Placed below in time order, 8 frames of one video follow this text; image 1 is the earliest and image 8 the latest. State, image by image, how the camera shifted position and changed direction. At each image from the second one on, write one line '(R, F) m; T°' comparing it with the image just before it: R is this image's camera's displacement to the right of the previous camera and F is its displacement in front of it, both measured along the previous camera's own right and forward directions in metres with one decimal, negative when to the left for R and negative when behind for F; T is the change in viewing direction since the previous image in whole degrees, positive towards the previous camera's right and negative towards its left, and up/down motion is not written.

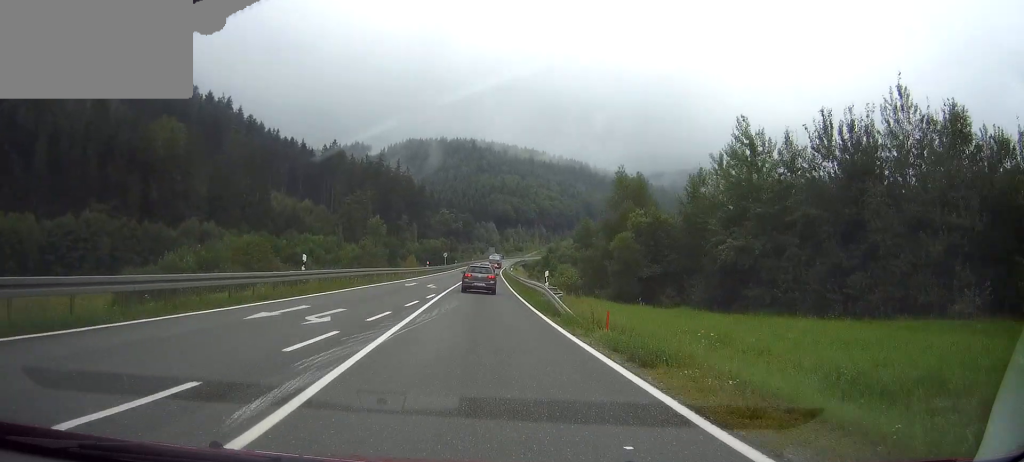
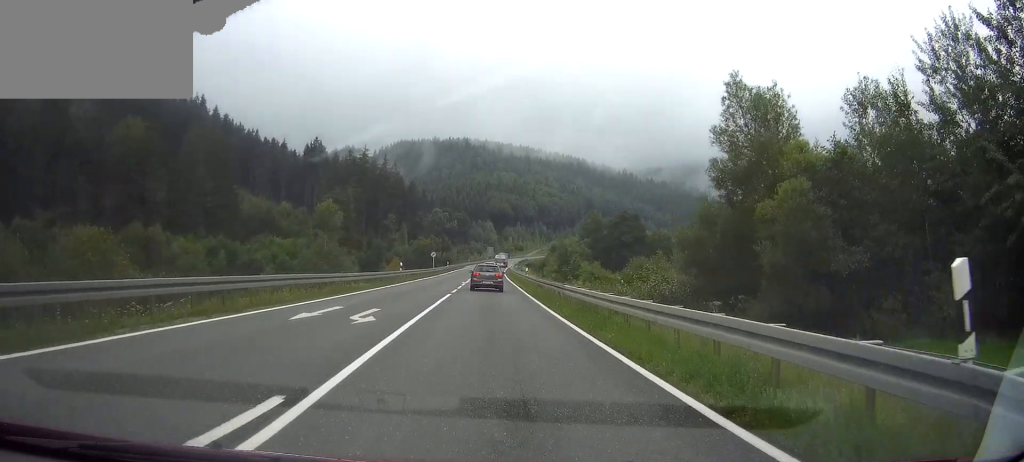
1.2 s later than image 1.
(0.0, +24.1) m; 0°
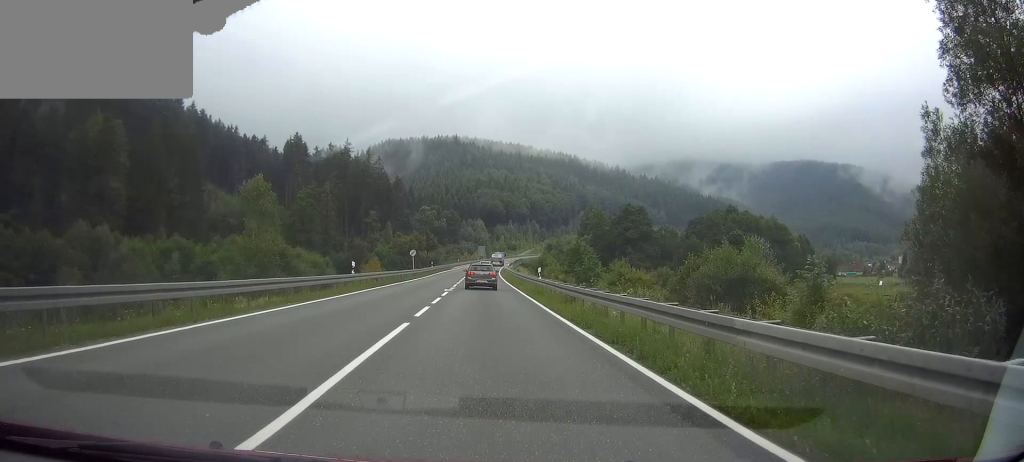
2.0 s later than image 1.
(0.0, +15.9) m; 0°
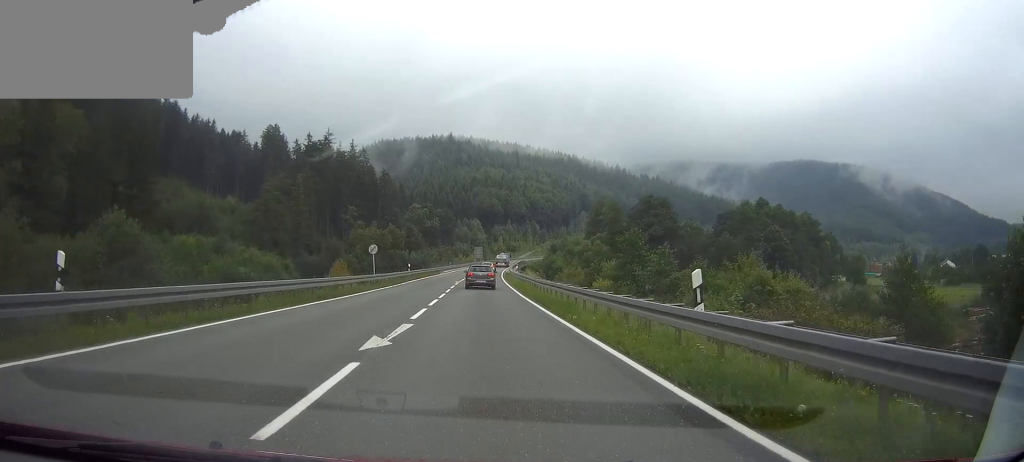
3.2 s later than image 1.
(+0.1, +23.9) m; 0°
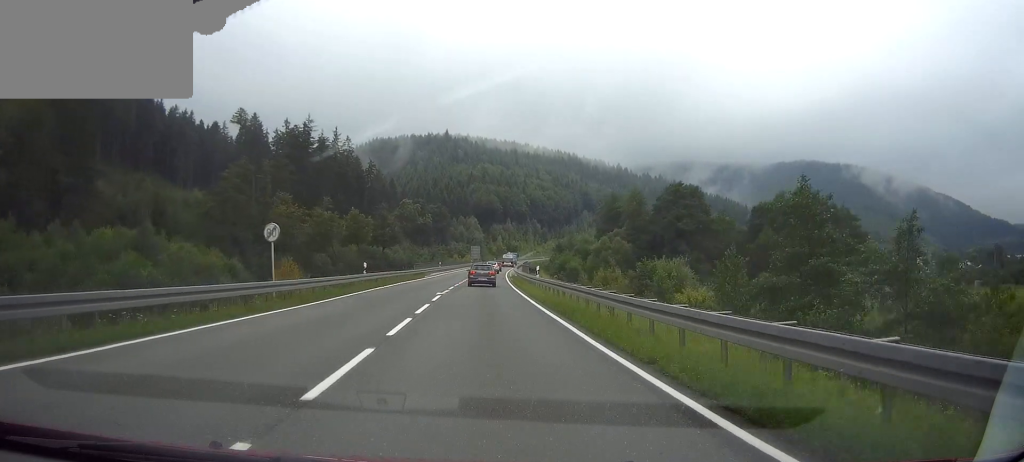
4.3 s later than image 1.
(0.0, +21.4) m; 0°
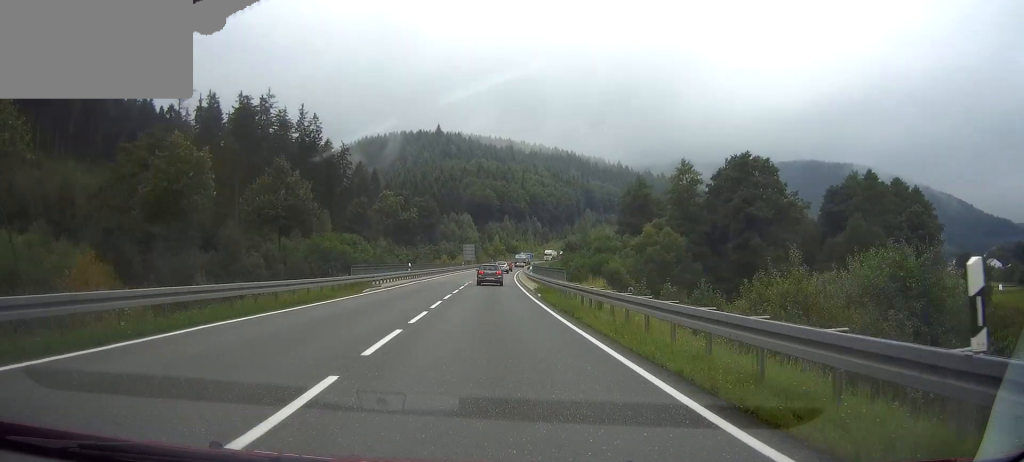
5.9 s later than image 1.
(+0.5, +33.4) m; +1°
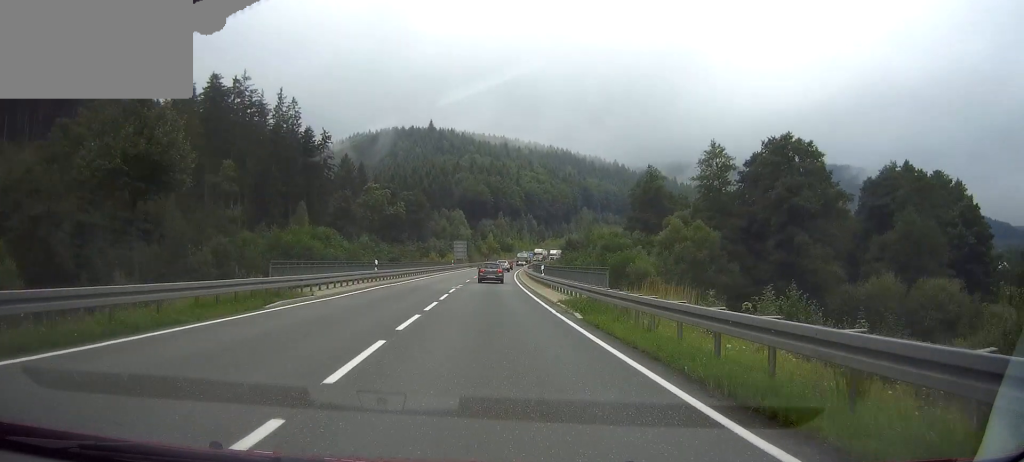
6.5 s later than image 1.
(+0.1, +14.2) m; 0°
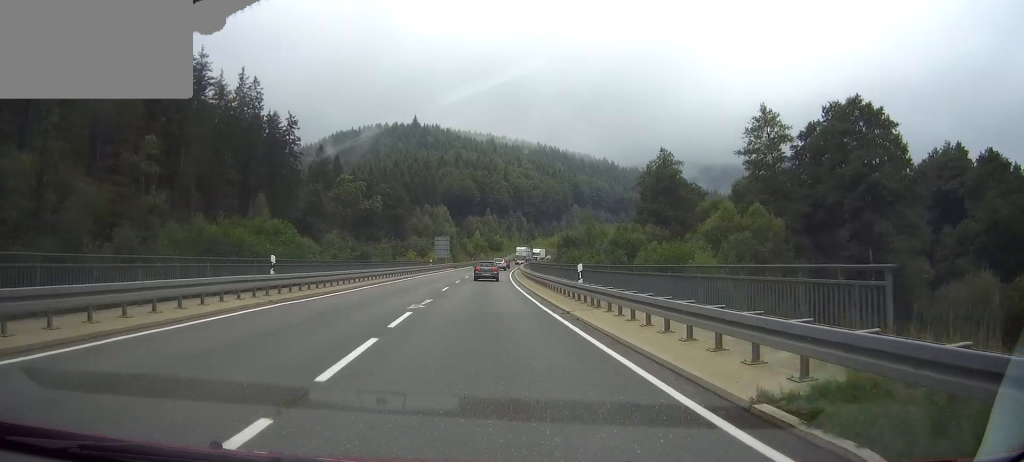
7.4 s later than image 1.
(0.0, +17.8) m; 0°
